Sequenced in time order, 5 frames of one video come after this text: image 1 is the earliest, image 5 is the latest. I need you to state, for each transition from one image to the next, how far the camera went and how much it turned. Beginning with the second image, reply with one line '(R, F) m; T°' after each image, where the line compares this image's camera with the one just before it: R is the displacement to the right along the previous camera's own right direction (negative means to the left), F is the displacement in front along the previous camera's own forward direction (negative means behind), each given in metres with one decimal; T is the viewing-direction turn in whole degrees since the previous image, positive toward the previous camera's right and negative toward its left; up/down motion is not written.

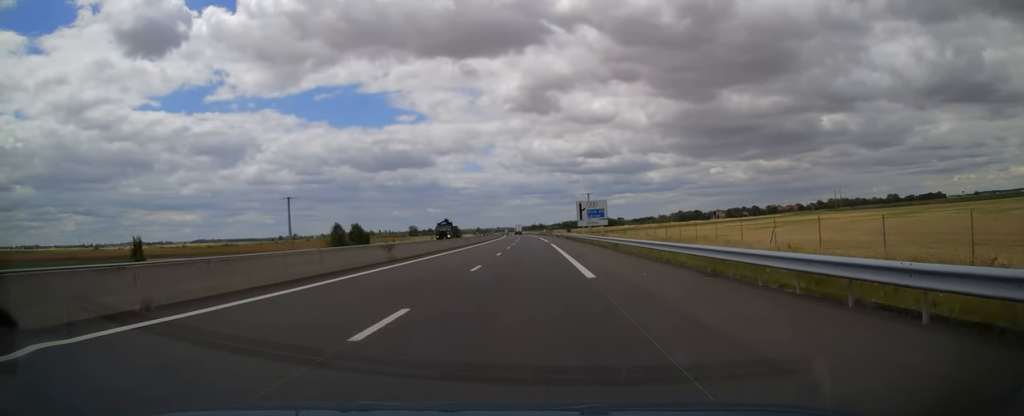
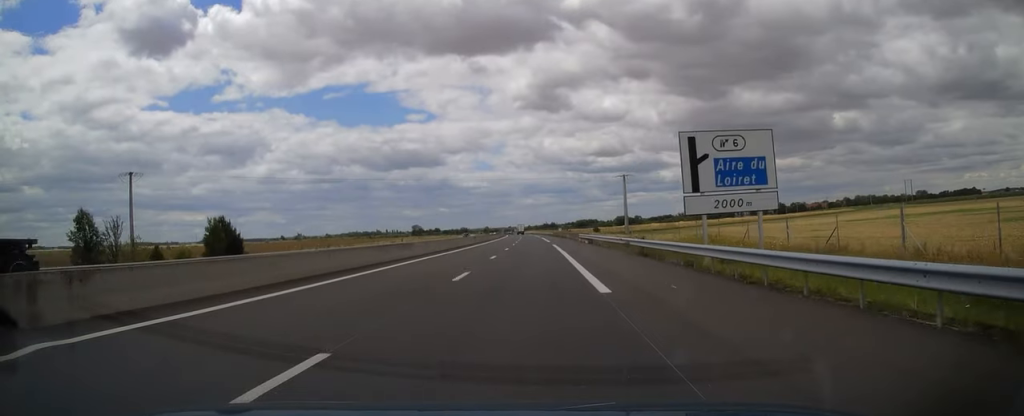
(-0.8, +56.0) m; -1°
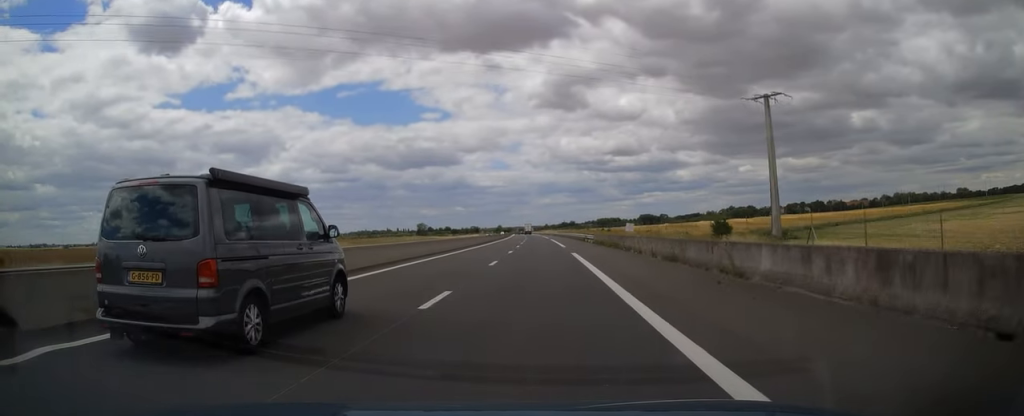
(-0.6, +71.1) m; -2°
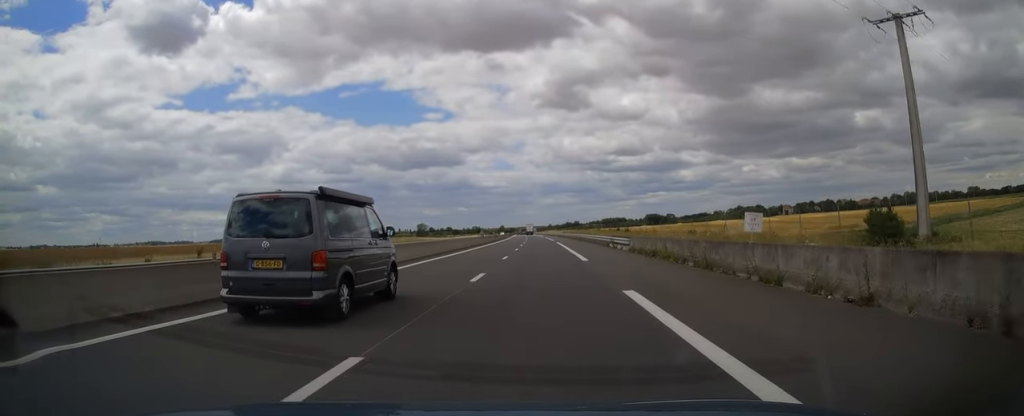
(-0.2, +20.1) m; -1°
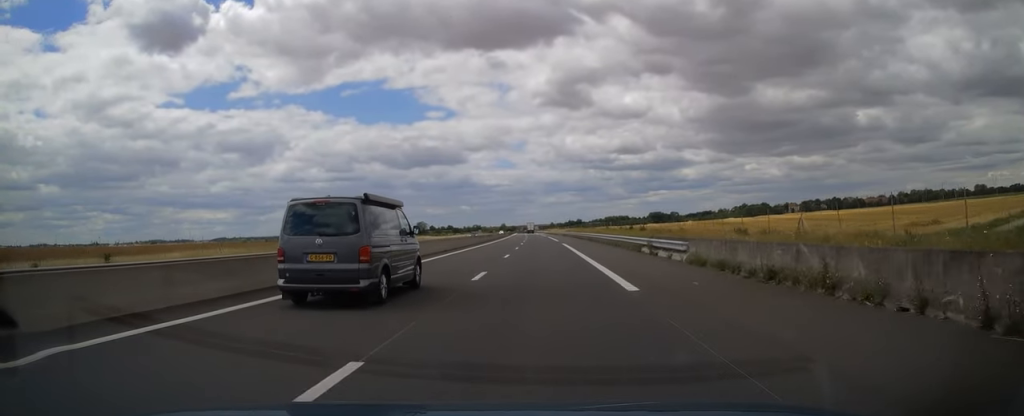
(0.0, +13.2) m; 0°
